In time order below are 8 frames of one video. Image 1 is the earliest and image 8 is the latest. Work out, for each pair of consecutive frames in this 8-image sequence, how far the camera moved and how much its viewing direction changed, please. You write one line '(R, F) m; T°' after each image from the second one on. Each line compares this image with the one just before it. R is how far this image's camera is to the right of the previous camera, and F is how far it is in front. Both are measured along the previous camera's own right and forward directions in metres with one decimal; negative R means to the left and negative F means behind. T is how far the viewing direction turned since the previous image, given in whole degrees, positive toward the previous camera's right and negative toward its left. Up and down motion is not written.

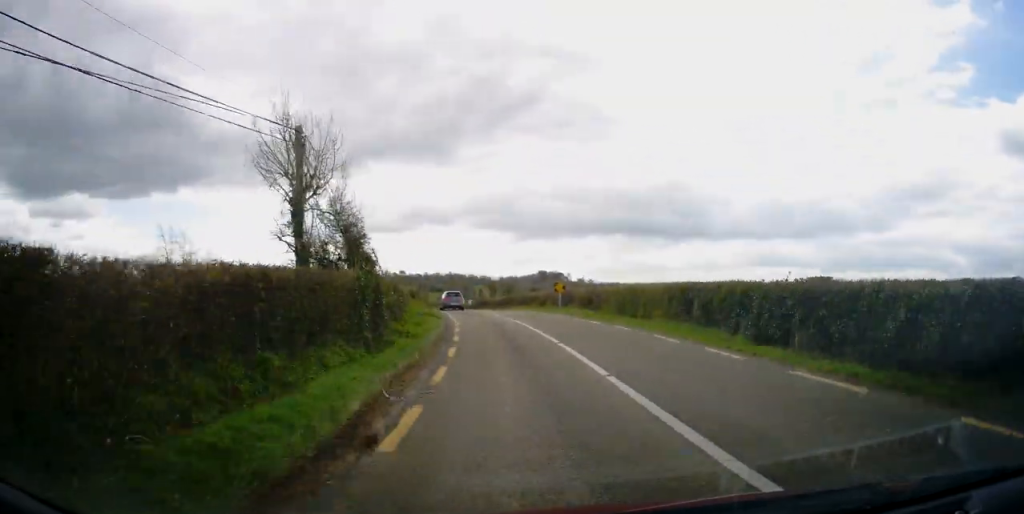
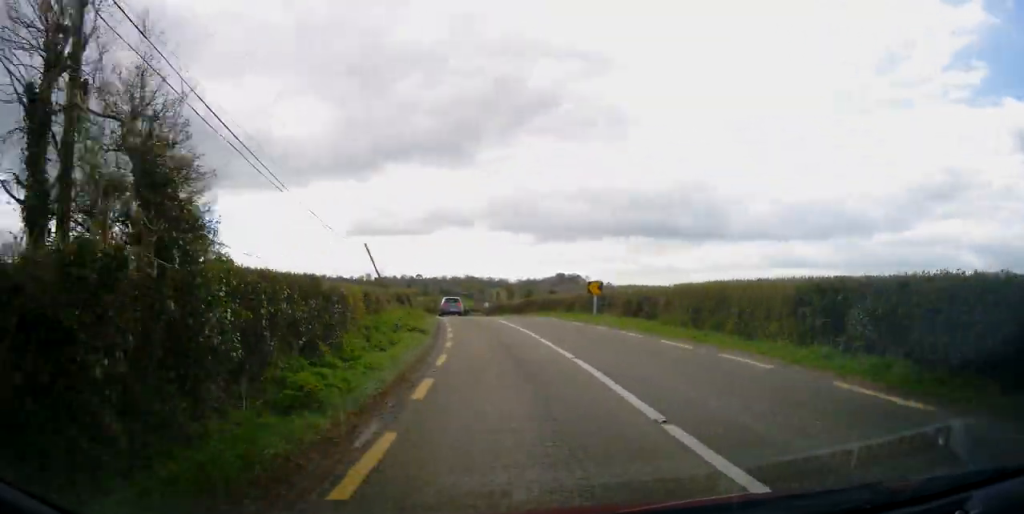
(-0.1, +9.1) m; -2°
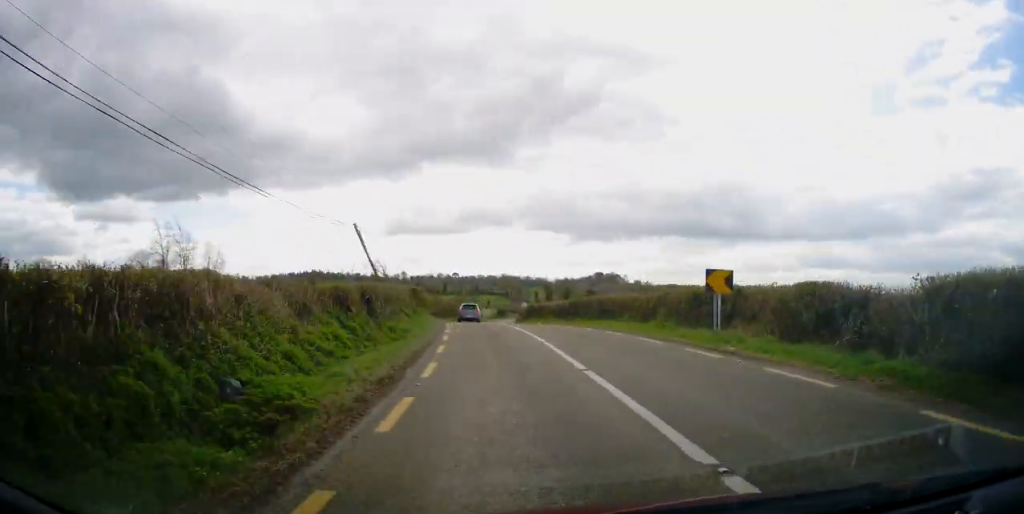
(-0.3, +13.8) m; -3°
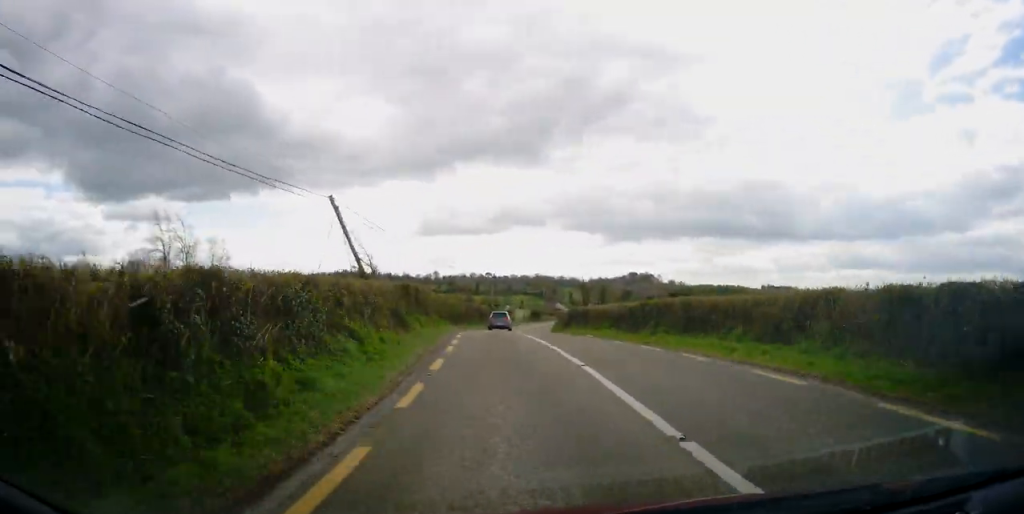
(-0.2, +10.7) m; -3°
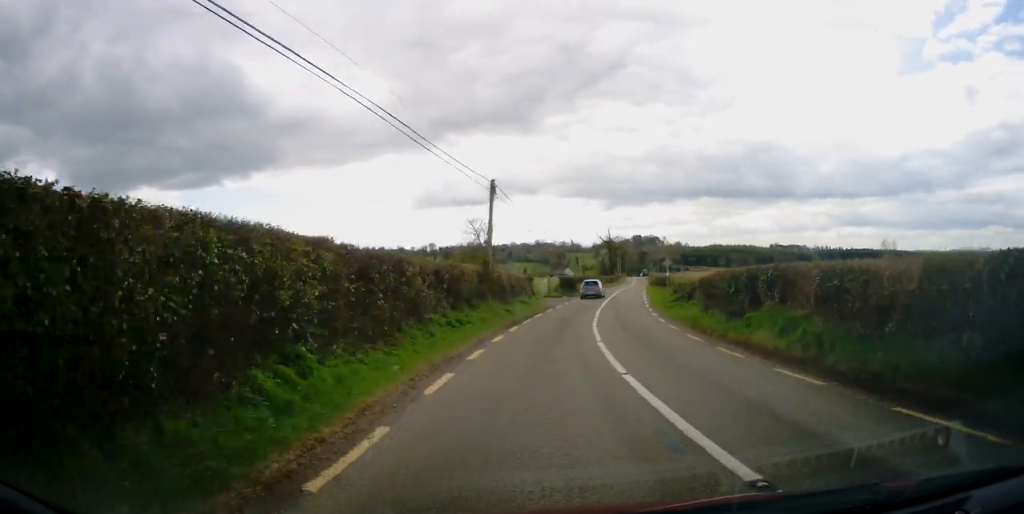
(-2.7, +43.2) m; -3°
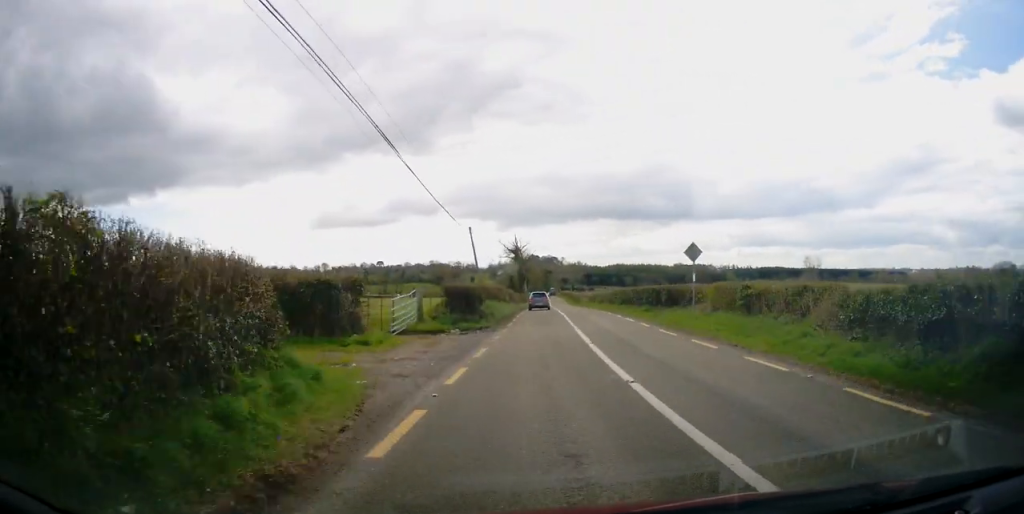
(+2.1, +30.2) m; +9°
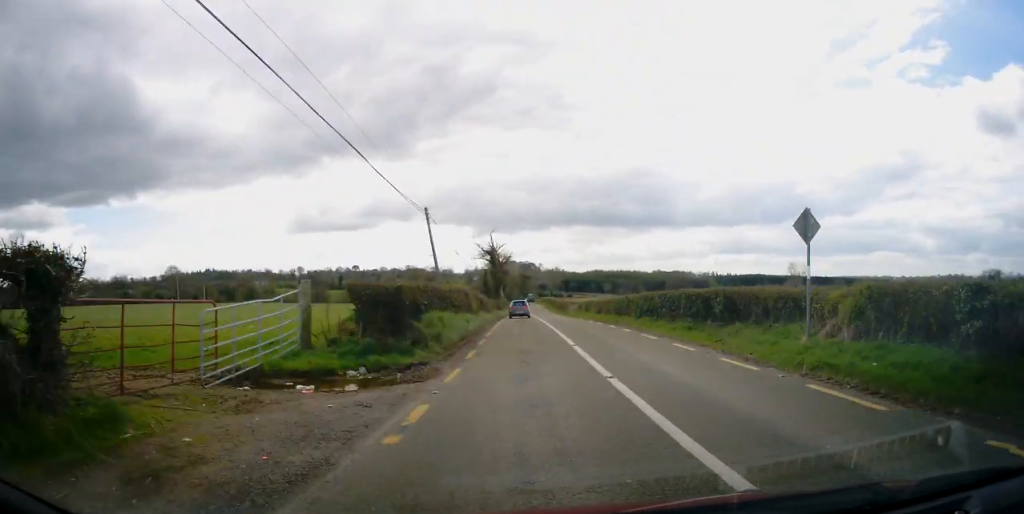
(+0.3, +11.2) m; +3°
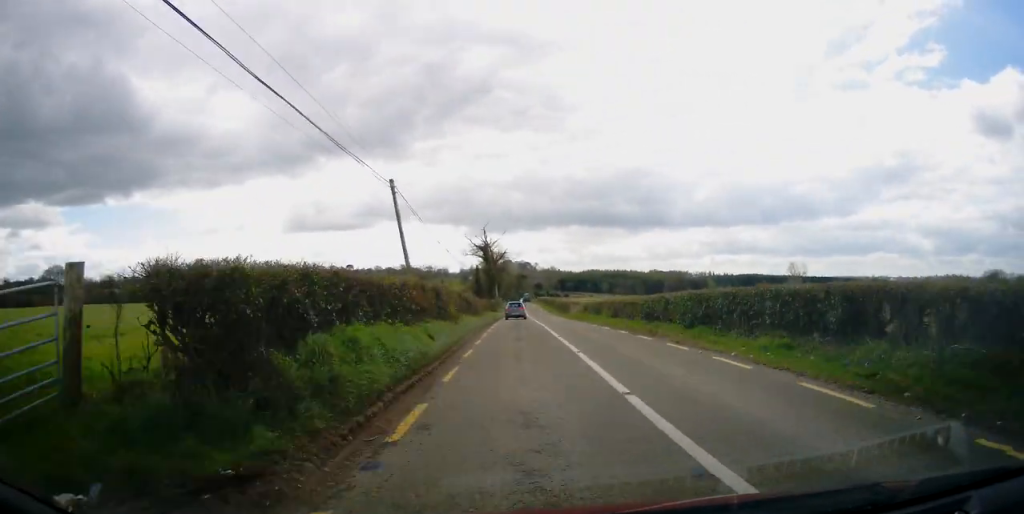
(+0.3, +7.6) m; +1°
